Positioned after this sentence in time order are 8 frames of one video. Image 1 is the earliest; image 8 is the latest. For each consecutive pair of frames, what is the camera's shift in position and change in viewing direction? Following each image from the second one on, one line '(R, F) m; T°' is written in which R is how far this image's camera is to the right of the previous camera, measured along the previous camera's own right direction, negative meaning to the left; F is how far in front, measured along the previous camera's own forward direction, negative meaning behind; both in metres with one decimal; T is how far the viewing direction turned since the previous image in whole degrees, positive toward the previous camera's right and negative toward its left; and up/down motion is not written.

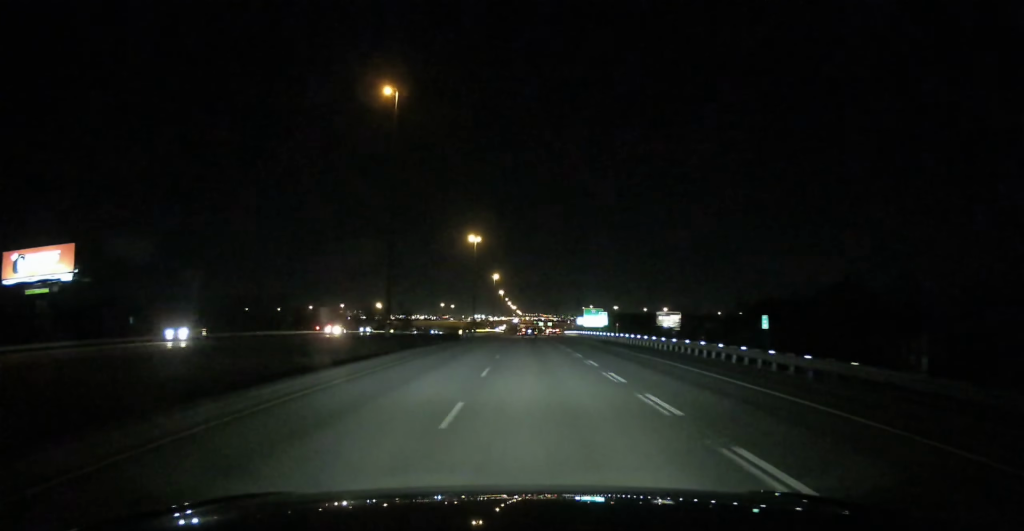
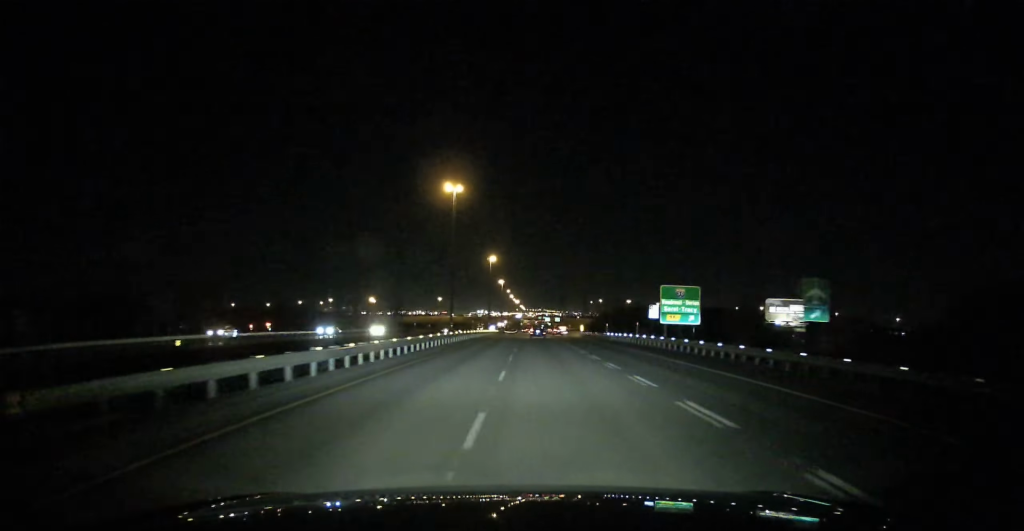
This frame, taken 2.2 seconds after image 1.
(0.0, +73.3) m; 0°
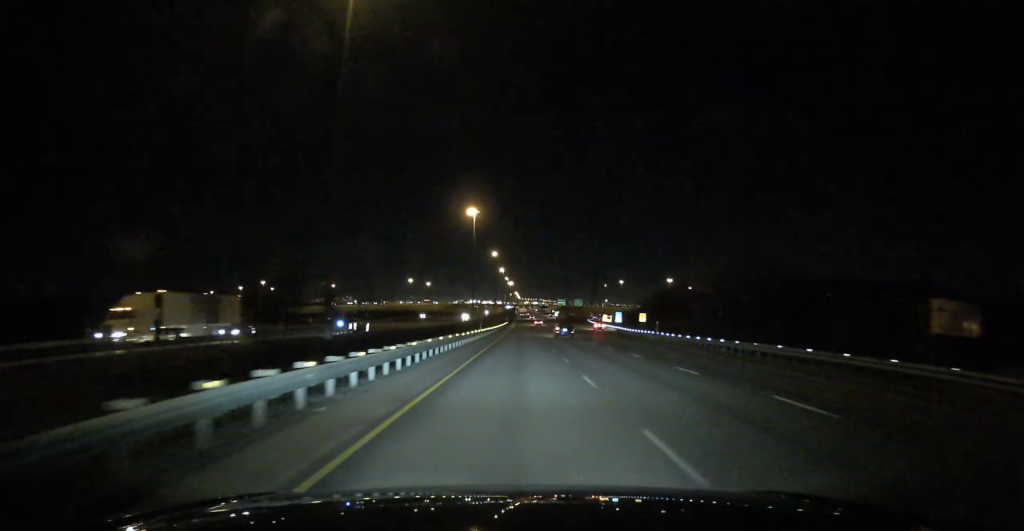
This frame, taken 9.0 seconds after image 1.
(+0.1, +224.9) m; 0°
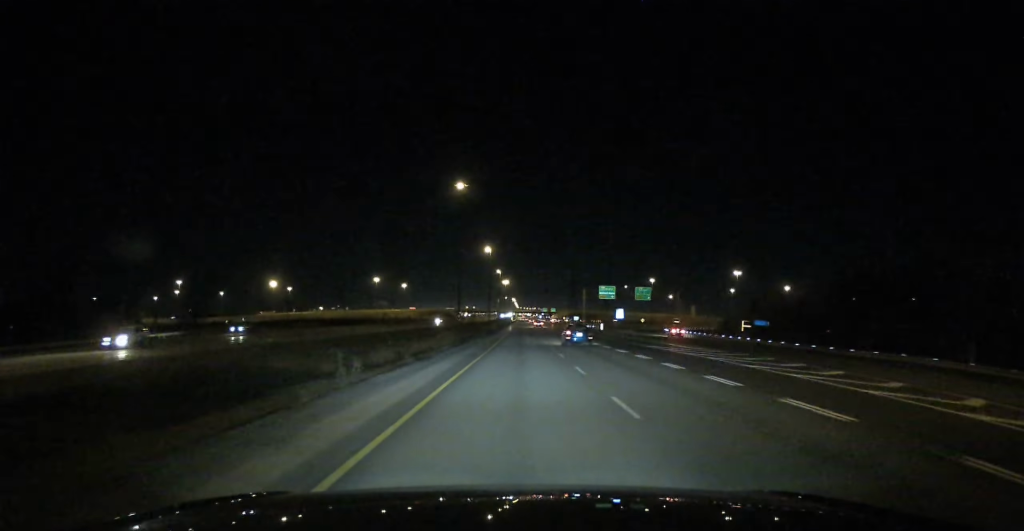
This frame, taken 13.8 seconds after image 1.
(+0.4, +169.9) m; 0°
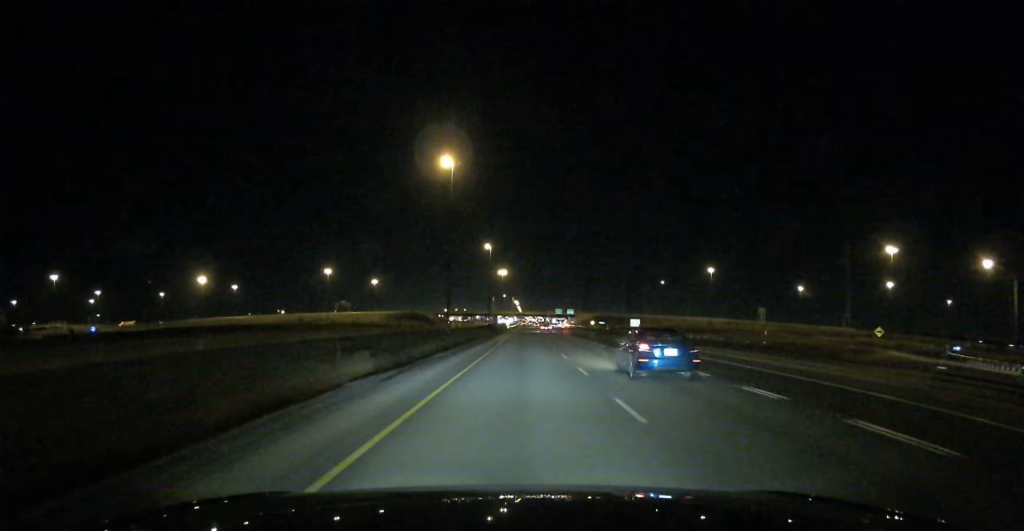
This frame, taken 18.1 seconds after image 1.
(+0.1, +154.5) m; 0°
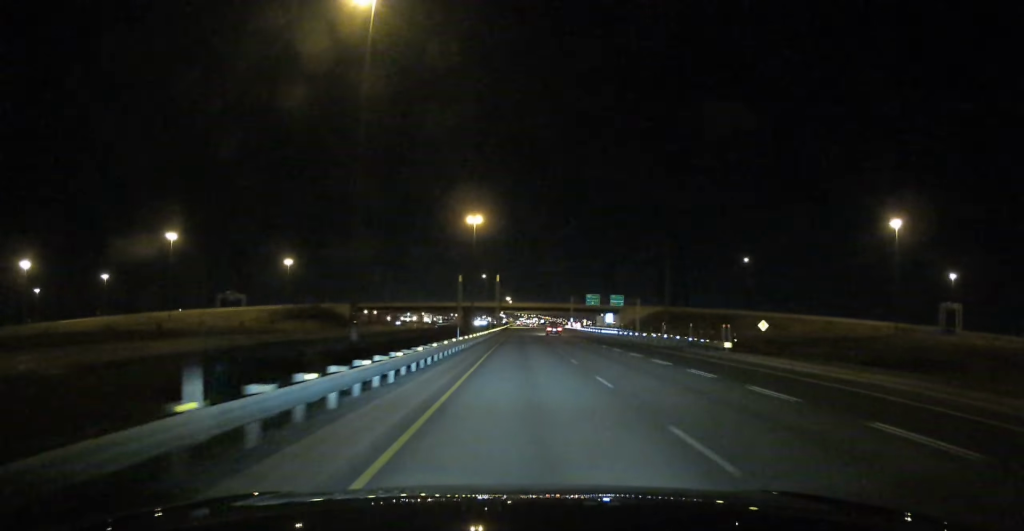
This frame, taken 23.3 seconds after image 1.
(0.0, +189.0) m; 0°
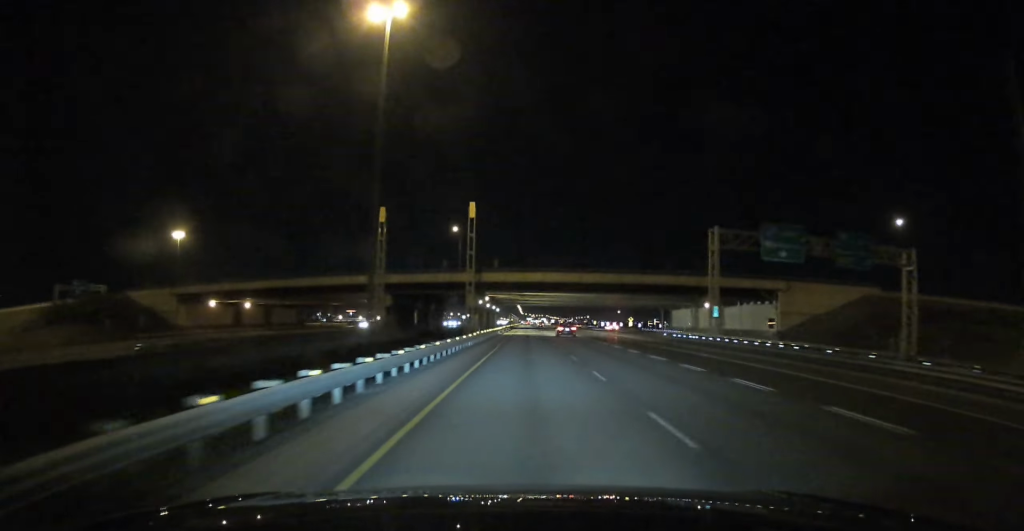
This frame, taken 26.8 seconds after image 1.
(-0.4, +121.0) m; 0°
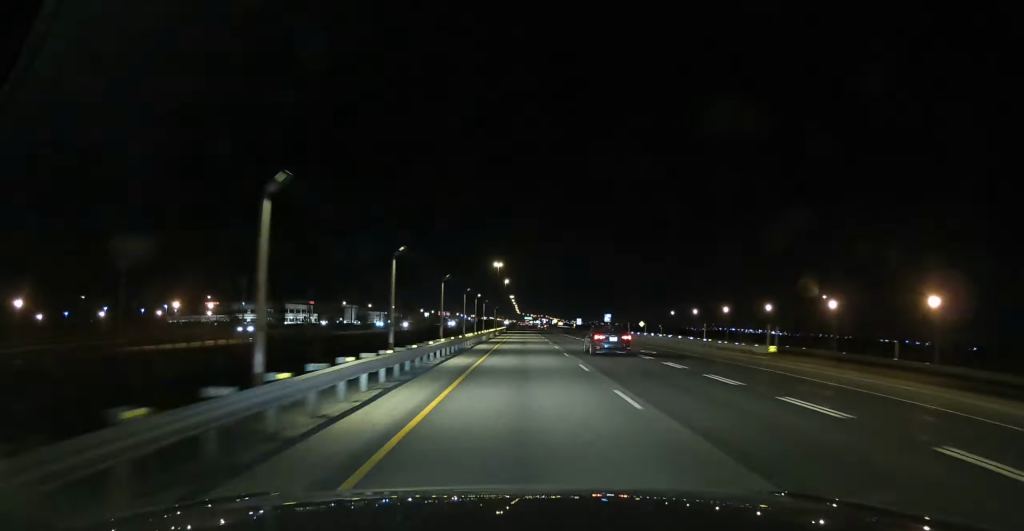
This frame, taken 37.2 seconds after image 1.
(-0.1, +346.9) m; 0°
